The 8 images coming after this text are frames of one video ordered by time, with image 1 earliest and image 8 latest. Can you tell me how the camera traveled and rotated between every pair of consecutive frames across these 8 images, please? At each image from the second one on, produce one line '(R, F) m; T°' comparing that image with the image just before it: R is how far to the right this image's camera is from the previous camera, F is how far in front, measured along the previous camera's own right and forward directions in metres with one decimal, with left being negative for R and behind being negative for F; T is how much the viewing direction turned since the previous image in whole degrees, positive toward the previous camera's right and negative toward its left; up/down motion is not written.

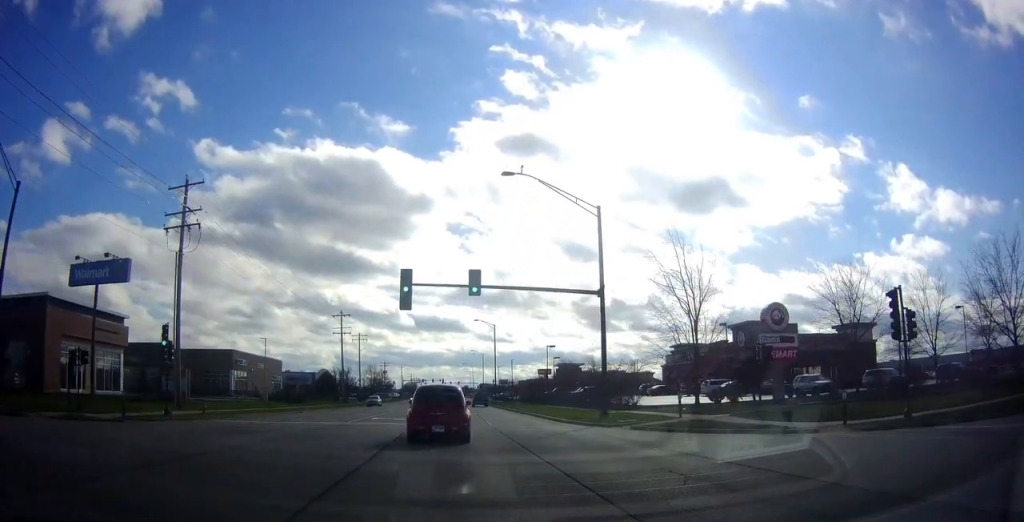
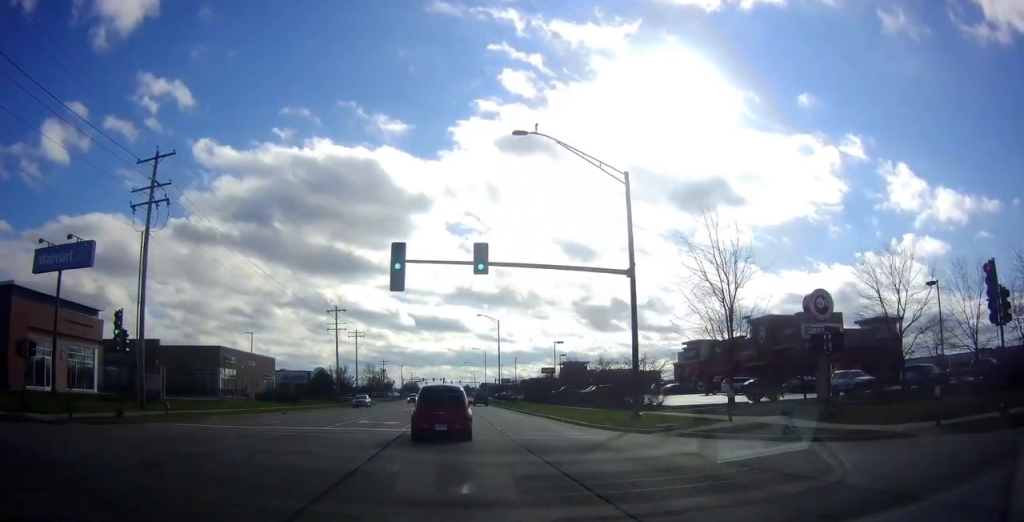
(0.0, +4.4) m; 0°
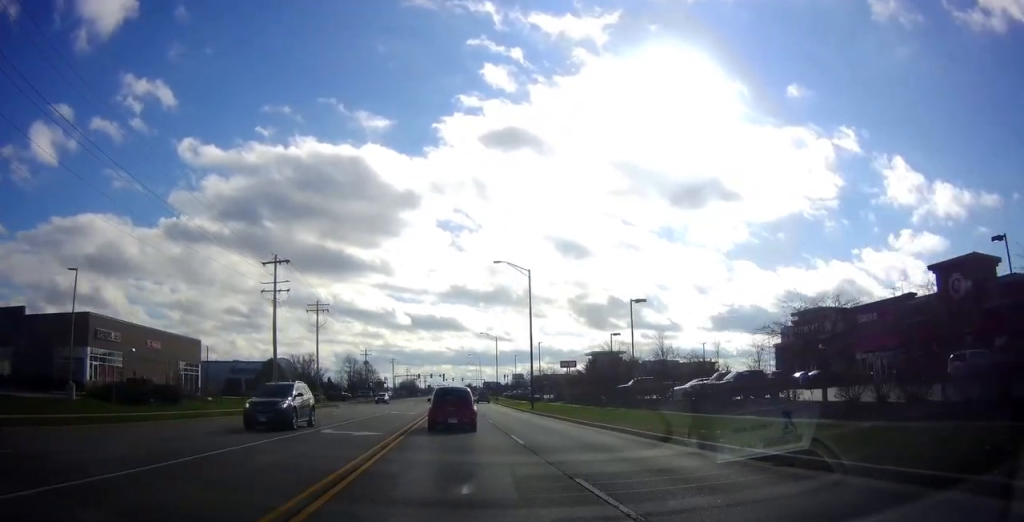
(0.0, +28.9) m; 0°
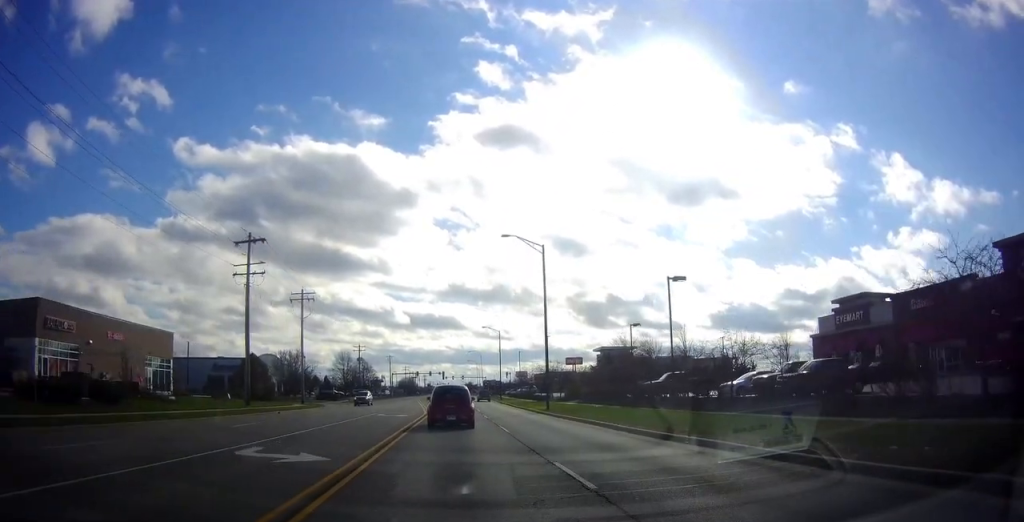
(0.0, +6.6) m; -2°
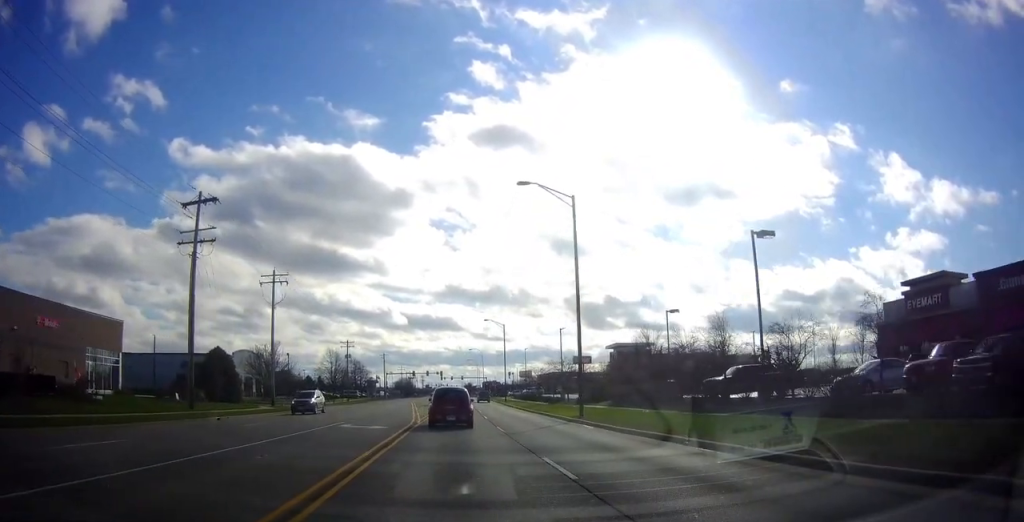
(-0.3, +10.2) m; 0°
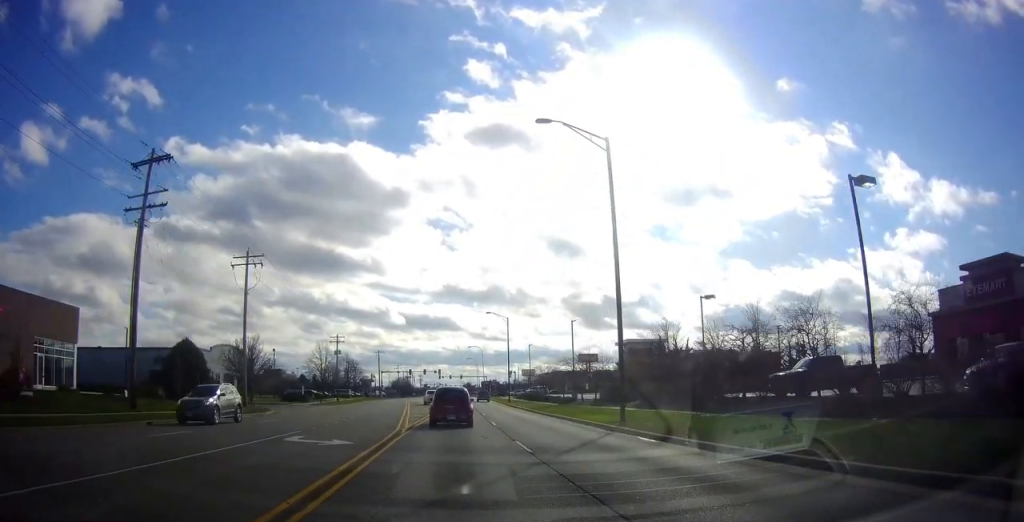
(-0.2, +7.0) m; +1°
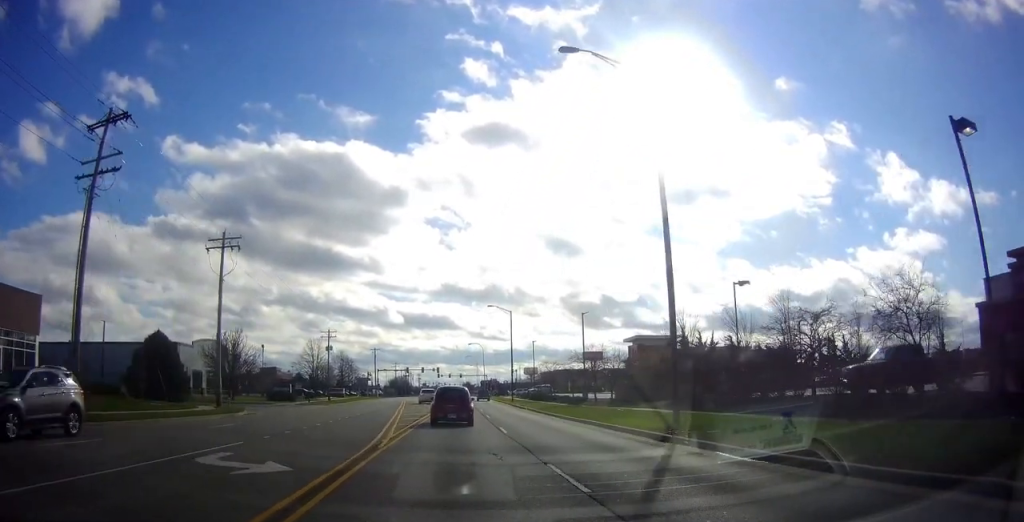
(+0.3, +5.8) m; +2°
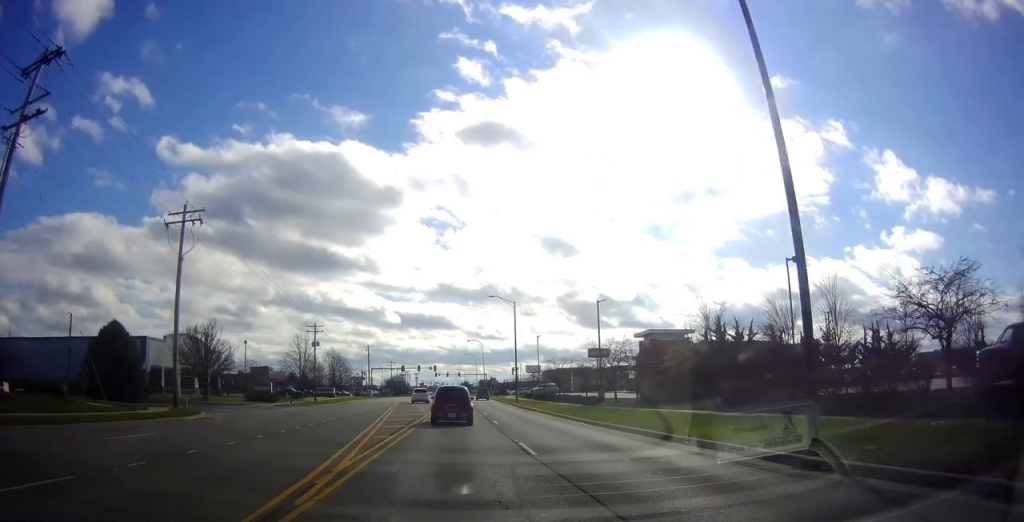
(+0.2, +7.2) m; +1°
